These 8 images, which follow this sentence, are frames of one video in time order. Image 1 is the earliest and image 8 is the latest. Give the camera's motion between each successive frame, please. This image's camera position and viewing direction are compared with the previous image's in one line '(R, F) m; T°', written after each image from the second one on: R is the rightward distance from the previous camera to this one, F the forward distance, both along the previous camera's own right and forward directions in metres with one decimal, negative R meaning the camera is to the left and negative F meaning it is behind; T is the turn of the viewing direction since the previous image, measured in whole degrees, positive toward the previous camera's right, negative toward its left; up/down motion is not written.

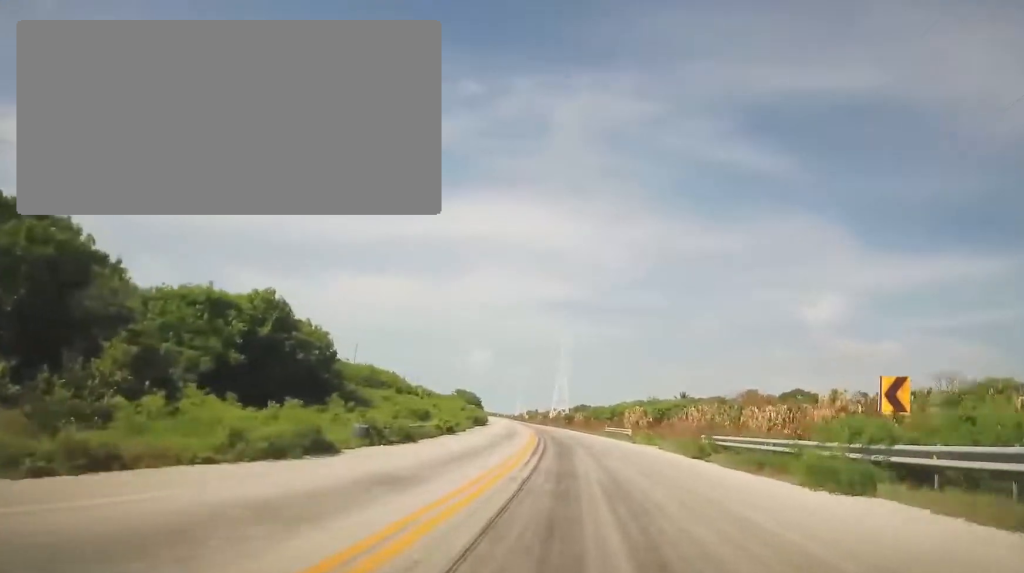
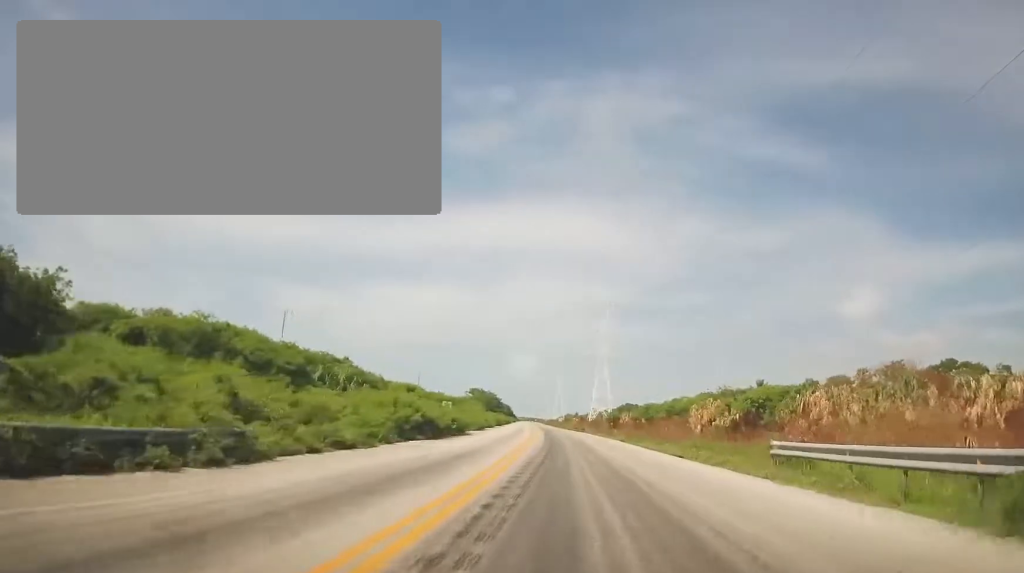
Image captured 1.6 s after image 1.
(-2.3, +40.6) m; -7°
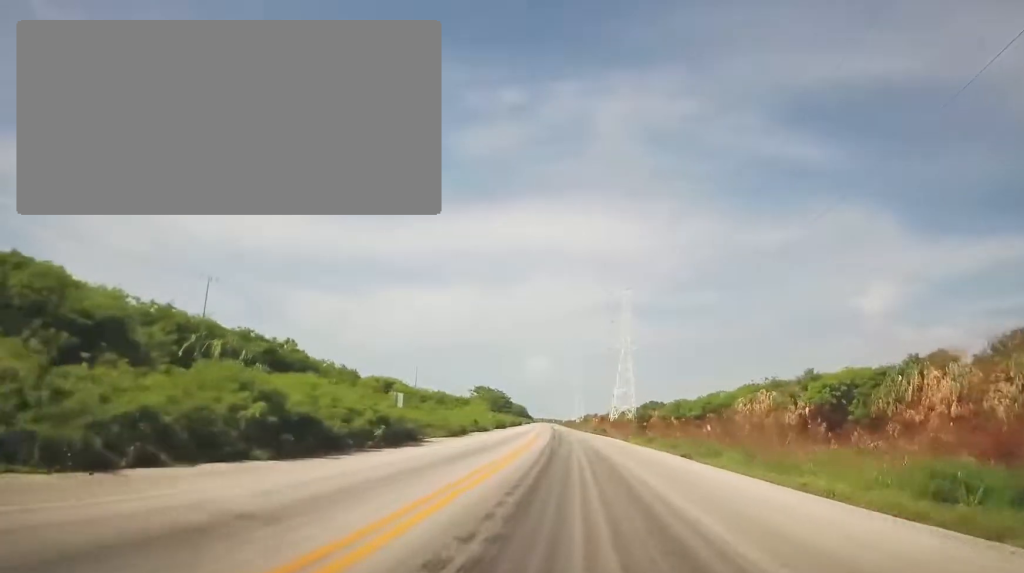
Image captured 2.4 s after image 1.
(-0.5, +19.6) m; -2°
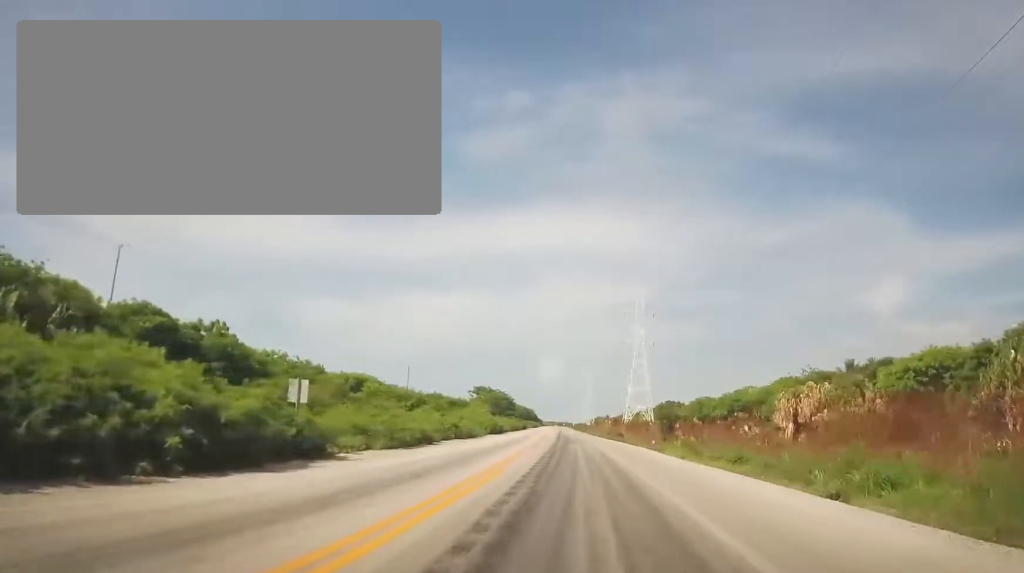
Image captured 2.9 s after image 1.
(-0.3, +13.9) m; 0°
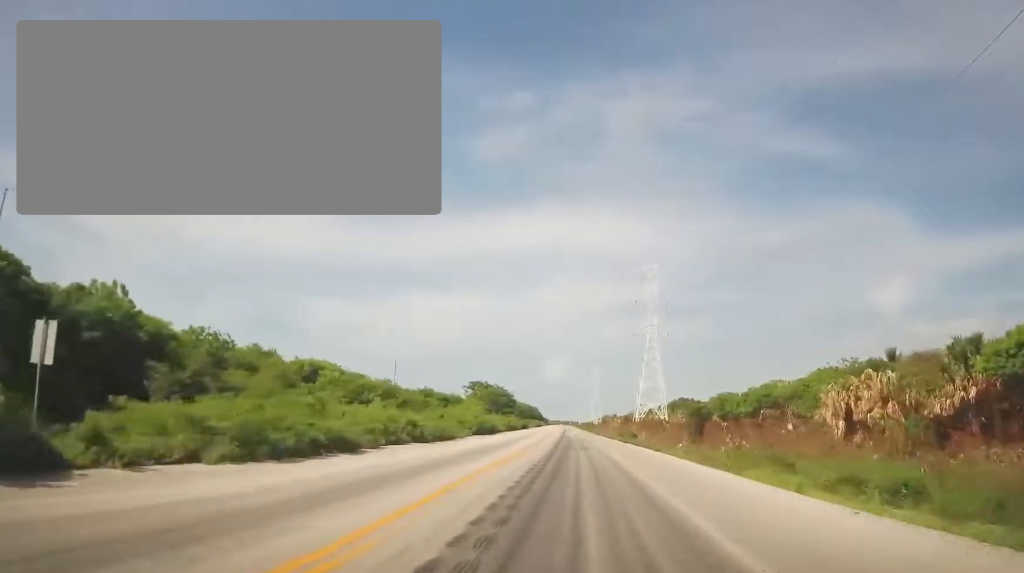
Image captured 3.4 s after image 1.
(-0.2, +12.6) m; 0°
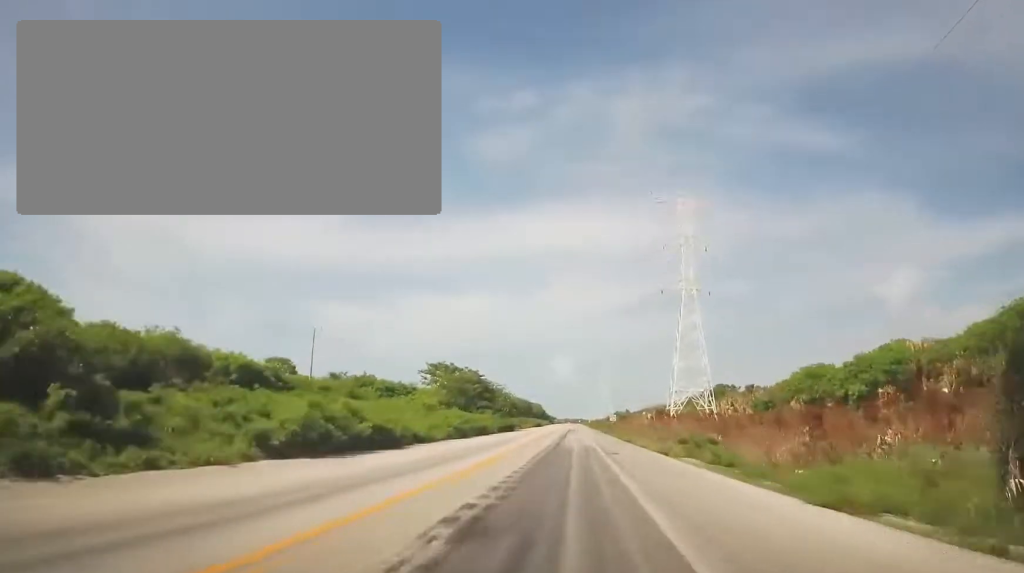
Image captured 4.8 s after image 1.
(+1.1, +37.2) m; +2°
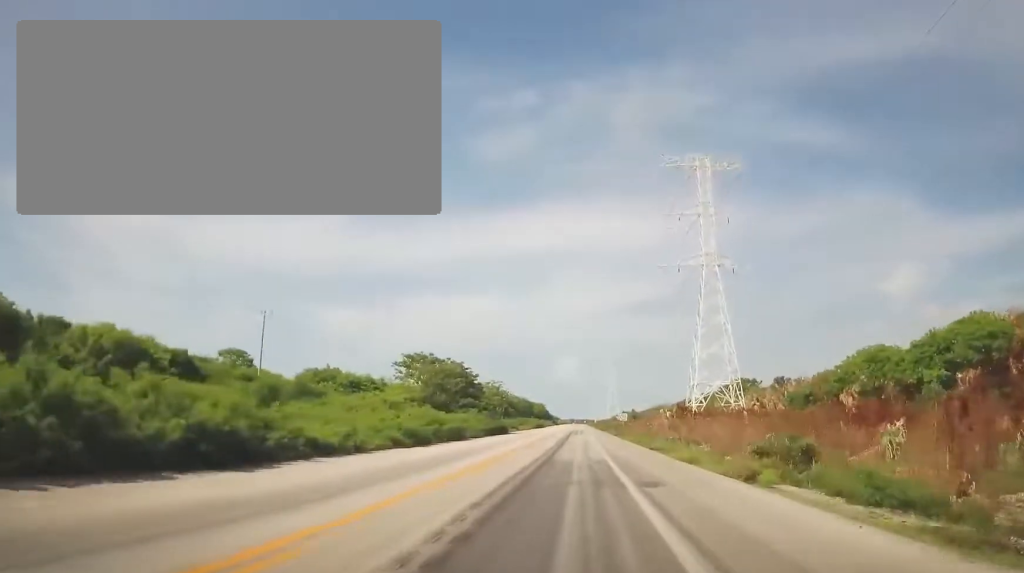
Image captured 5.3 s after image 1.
(+0.4, +13.2) m; 0°
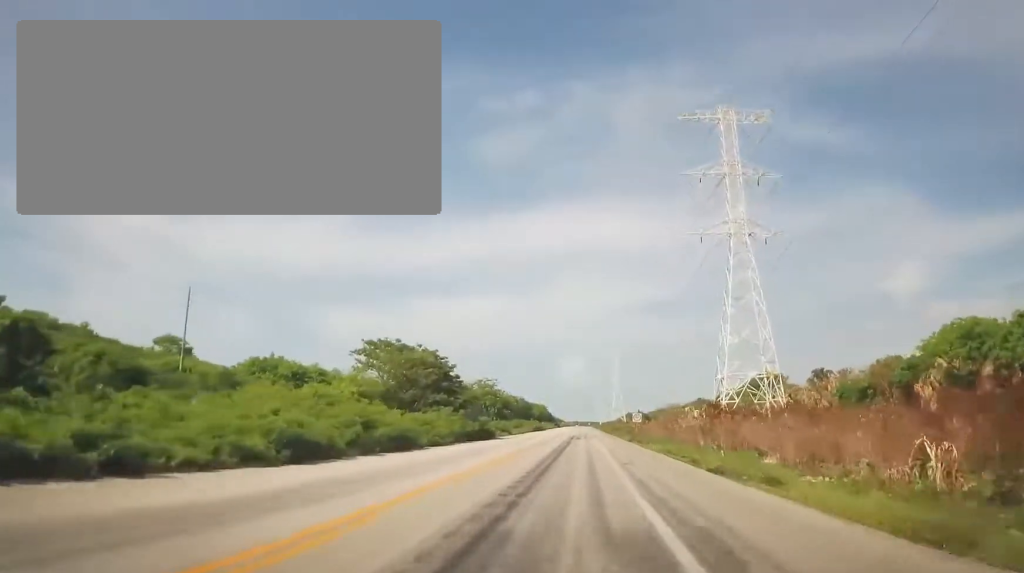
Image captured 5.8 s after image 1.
(-0.2, +13.8) m; -1°
